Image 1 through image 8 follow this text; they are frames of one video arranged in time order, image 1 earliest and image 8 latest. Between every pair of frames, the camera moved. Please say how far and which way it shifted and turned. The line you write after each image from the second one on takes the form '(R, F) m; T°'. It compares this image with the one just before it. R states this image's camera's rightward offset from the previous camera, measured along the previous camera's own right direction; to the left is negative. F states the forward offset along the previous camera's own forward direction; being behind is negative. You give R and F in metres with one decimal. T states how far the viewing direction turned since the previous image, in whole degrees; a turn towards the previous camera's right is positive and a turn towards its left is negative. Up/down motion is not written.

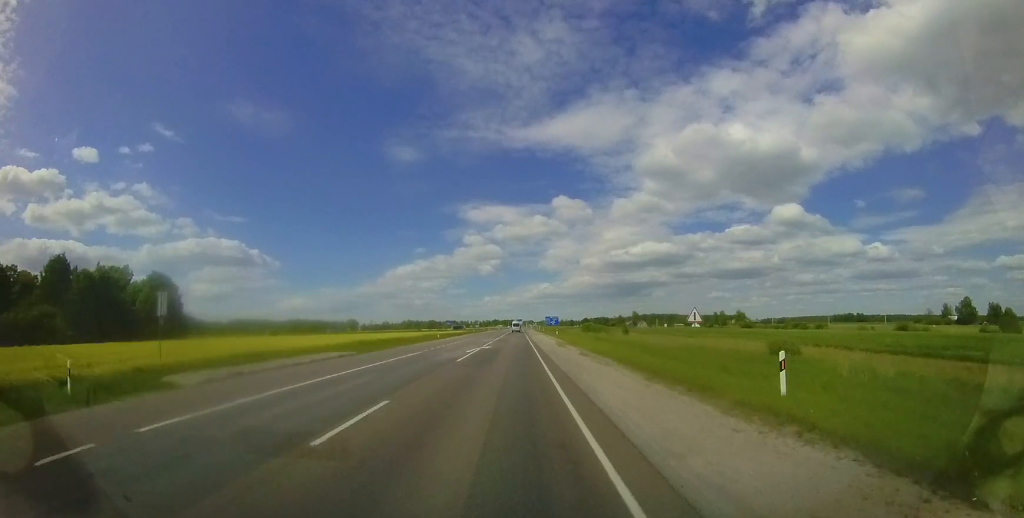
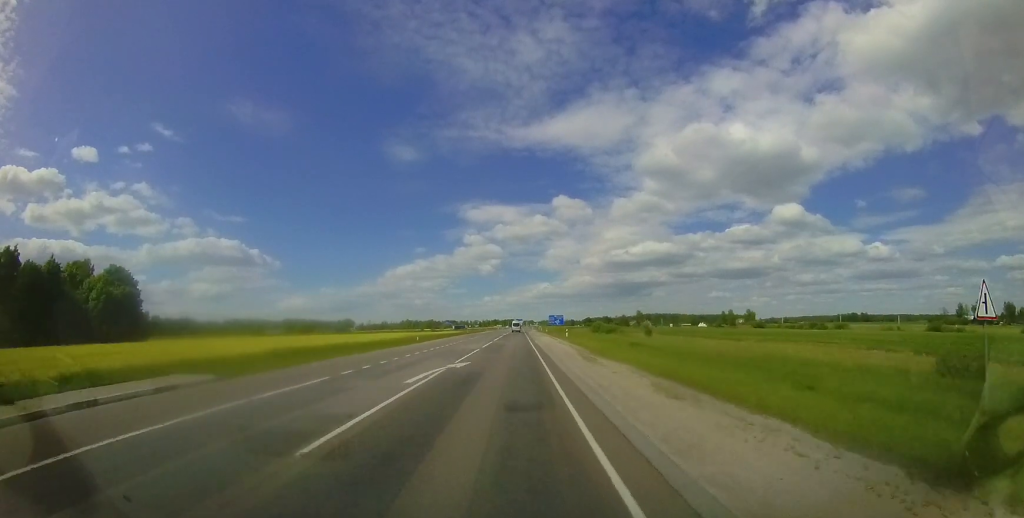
(+0.2, +12.4) m; 0°
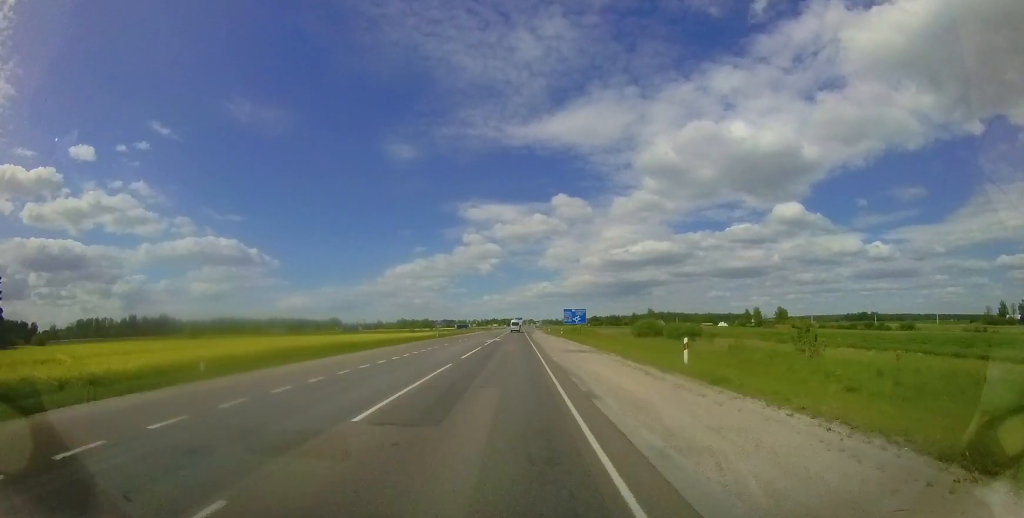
(-0.2, +33.5) m; 0°
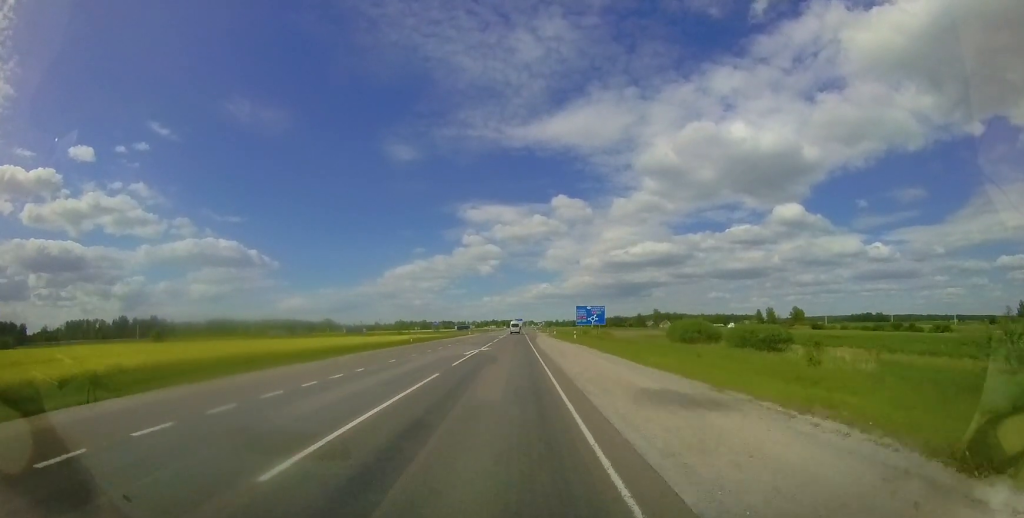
(+0.2, +14.8) m; 0°
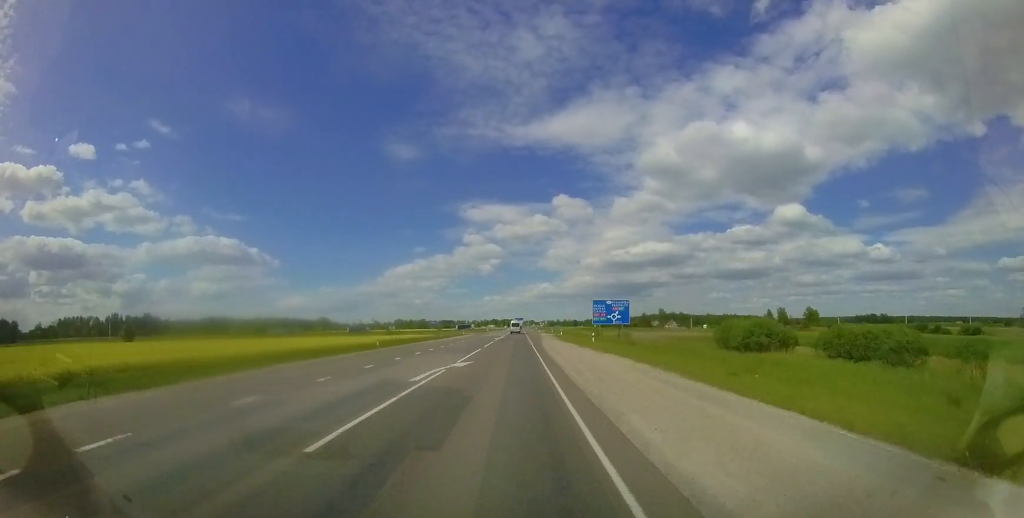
(0.0, +10.8) m; 0°
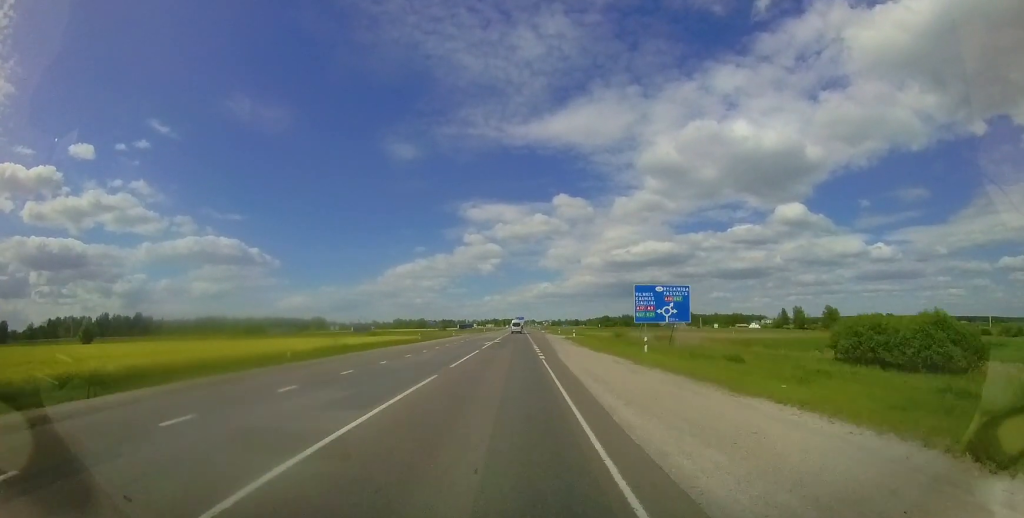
(-0.2, +13.5) m; 0°
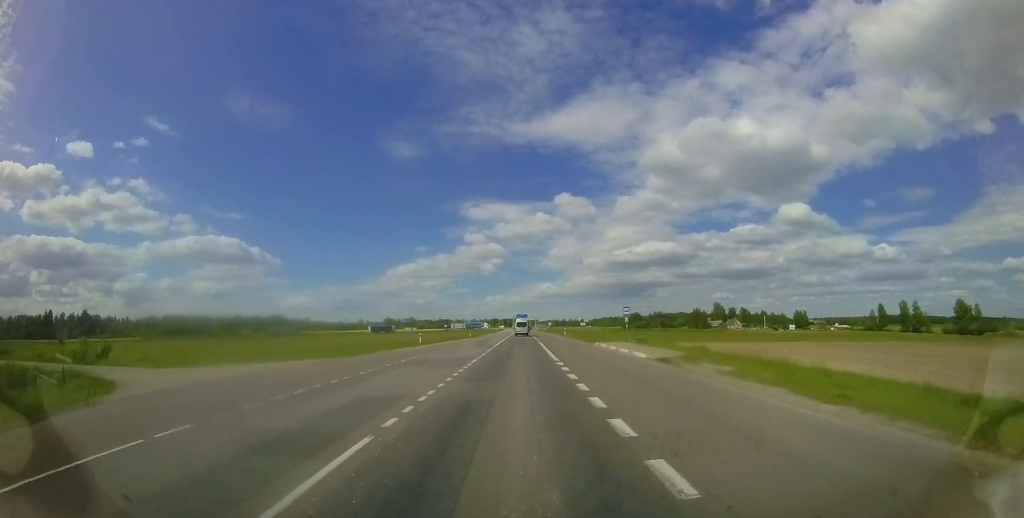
(-0.4, +72.6) m; -1°
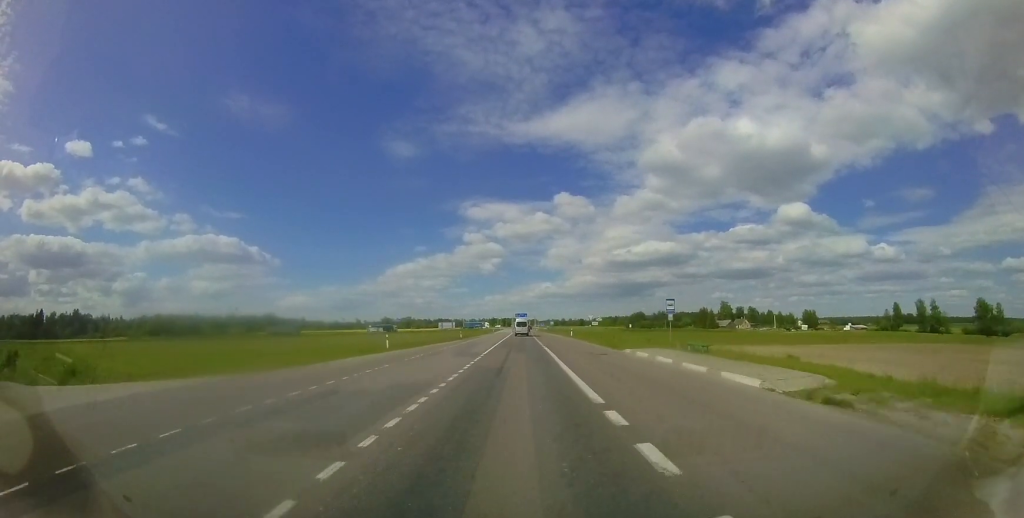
(+0.1, +8.9) m; +1°
